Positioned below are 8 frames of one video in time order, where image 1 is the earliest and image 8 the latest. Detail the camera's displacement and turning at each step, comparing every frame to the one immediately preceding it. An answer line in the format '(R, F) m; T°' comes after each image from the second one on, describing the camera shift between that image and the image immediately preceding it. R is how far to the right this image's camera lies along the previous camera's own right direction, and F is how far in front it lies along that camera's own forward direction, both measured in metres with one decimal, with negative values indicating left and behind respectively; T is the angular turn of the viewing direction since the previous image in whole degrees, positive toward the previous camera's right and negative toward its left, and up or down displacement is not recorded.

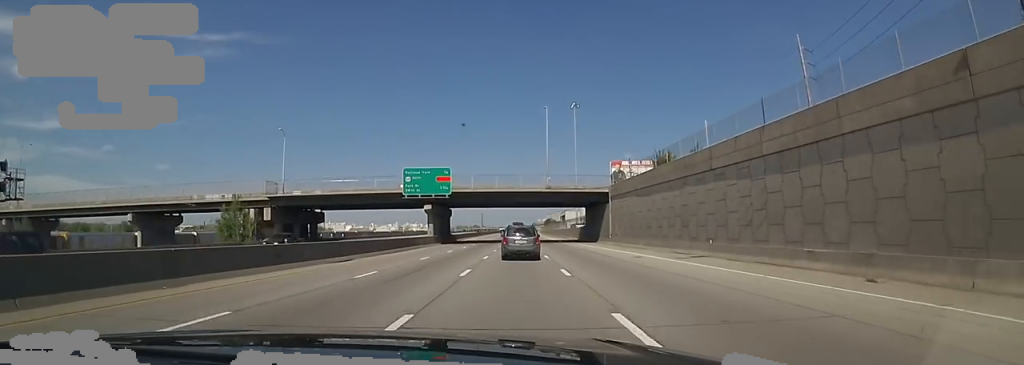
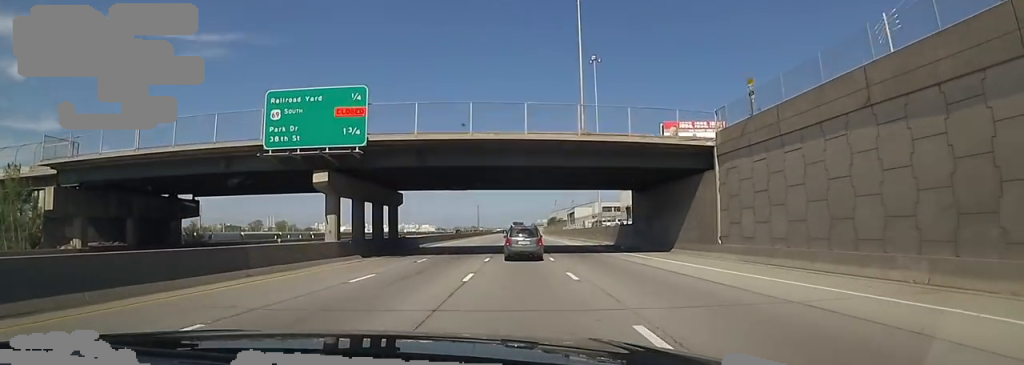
(+0.7, +32.2) m; +2°
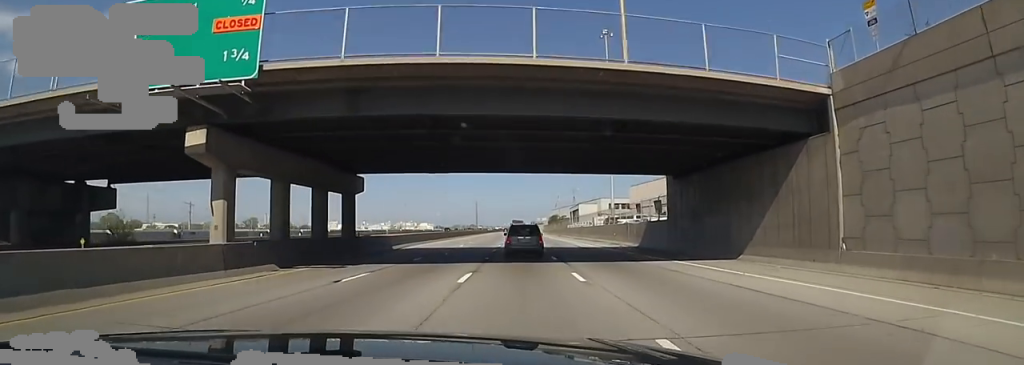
(+0.1, +11.1) m; +1°
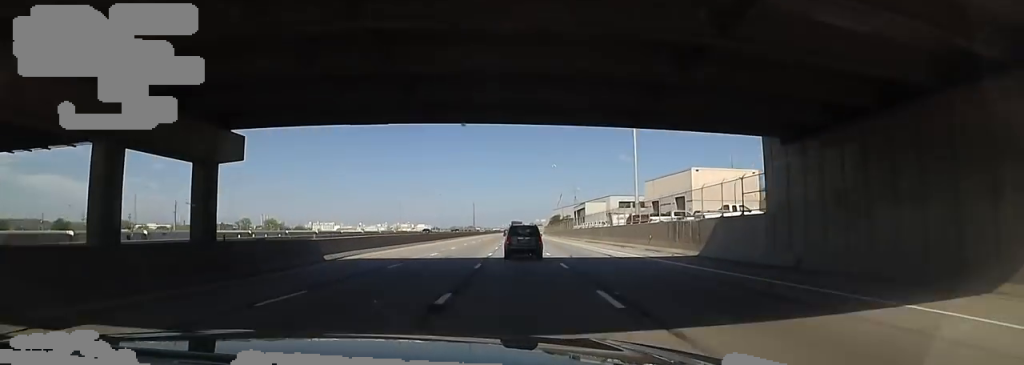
(0.0, +14.8) m; 0°
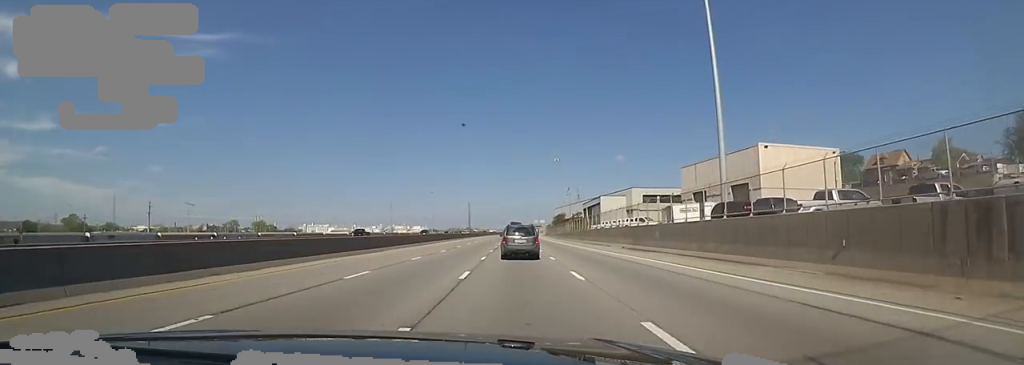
(+0.1, +24.0) m; 0°
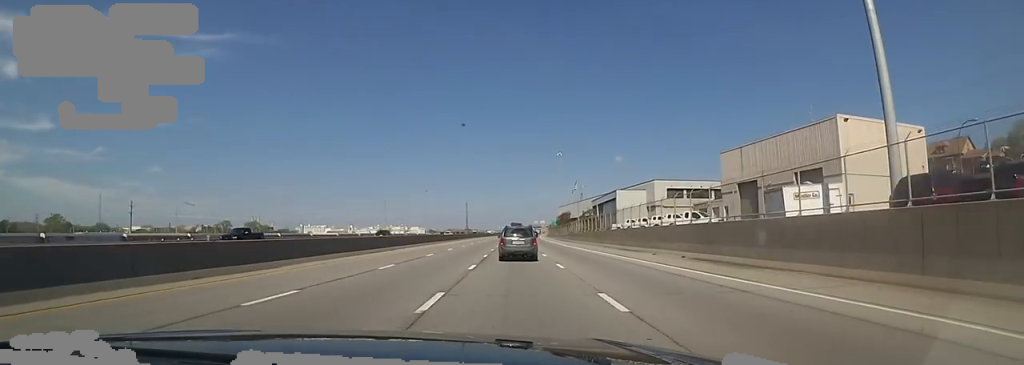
(0.0, +15.7) m; 0°
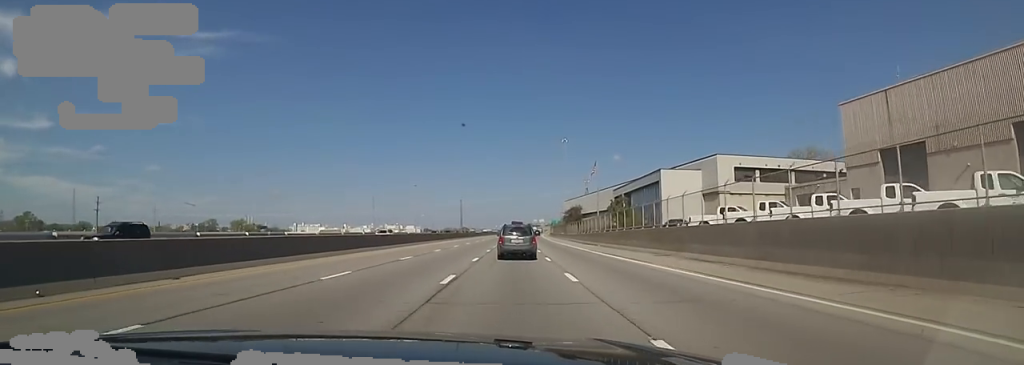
(-0.1, +25.7) m; 0°
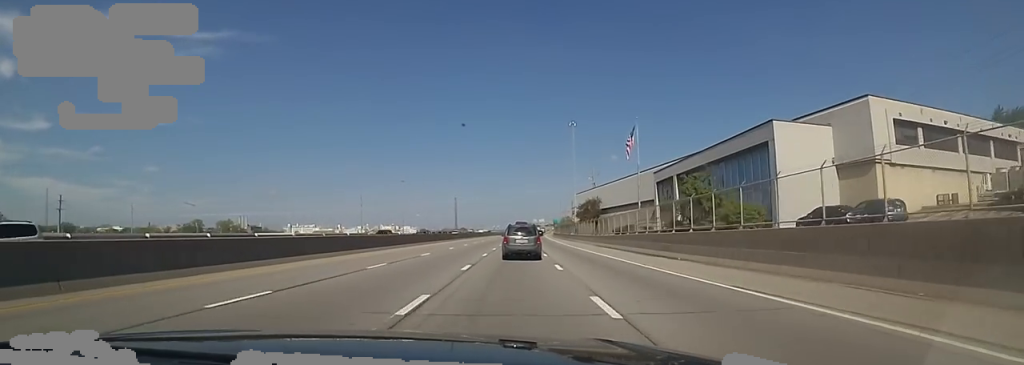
(+0.1, +25.3) m; 0°
